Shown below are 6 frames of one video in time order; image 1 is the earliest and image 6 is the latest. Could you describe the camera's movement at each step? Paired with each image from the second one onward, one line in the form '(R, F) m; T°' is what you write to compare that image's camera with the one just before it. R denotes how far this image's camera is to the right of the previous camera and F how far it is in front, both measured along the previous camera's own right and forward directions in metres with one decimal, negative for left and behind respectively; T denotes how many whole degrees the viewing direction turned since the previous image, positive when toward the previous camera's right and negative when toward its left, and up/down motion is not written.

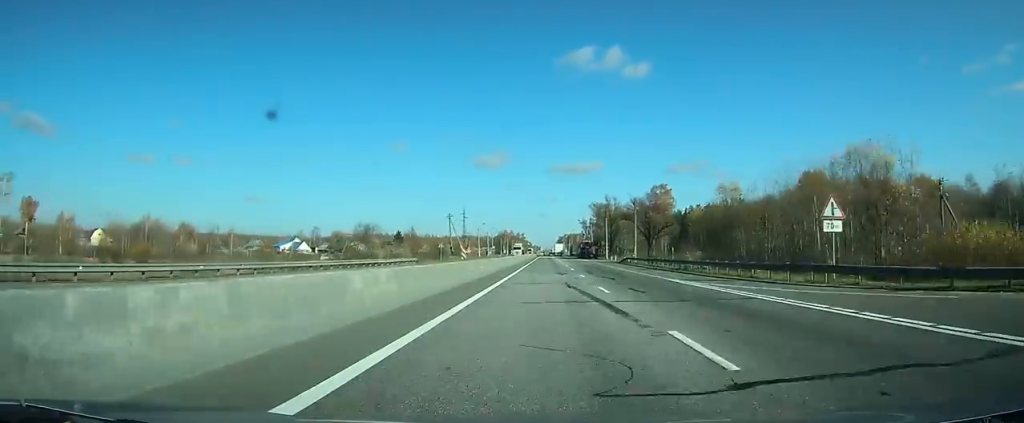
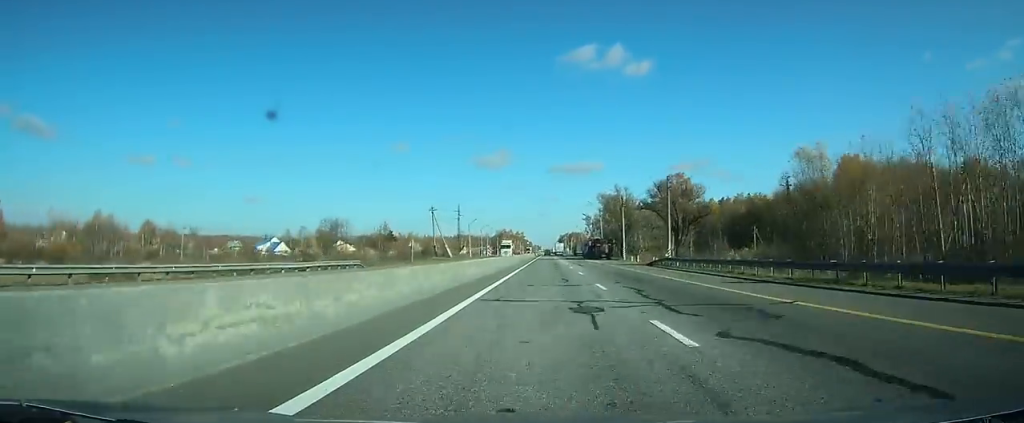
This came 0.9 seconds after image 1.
(-0.1, +22.6) m; 0°
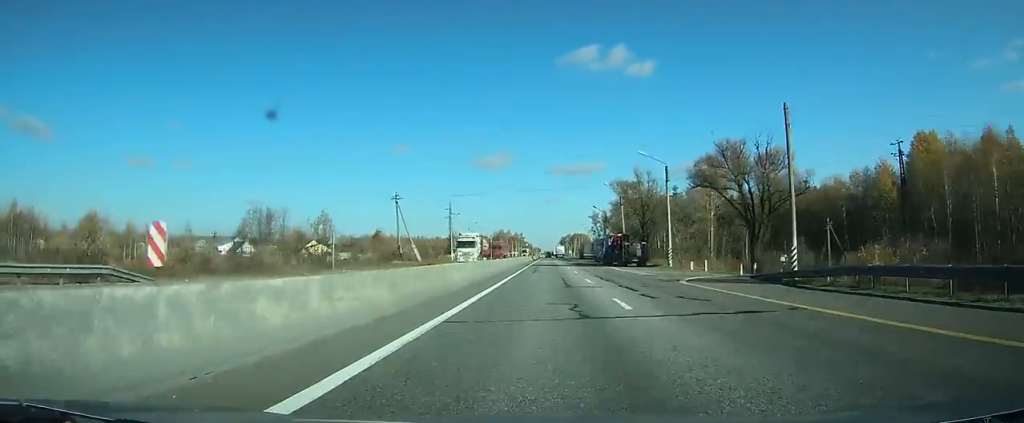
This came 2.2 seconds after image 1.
(-0.1, +30.3) m; 0°
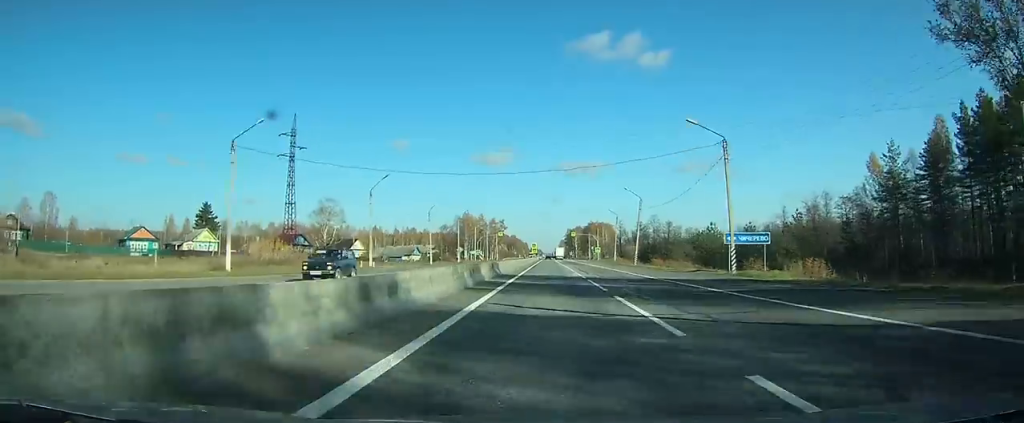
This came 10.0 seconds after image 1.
(-0.6, +183.3) m; 0°
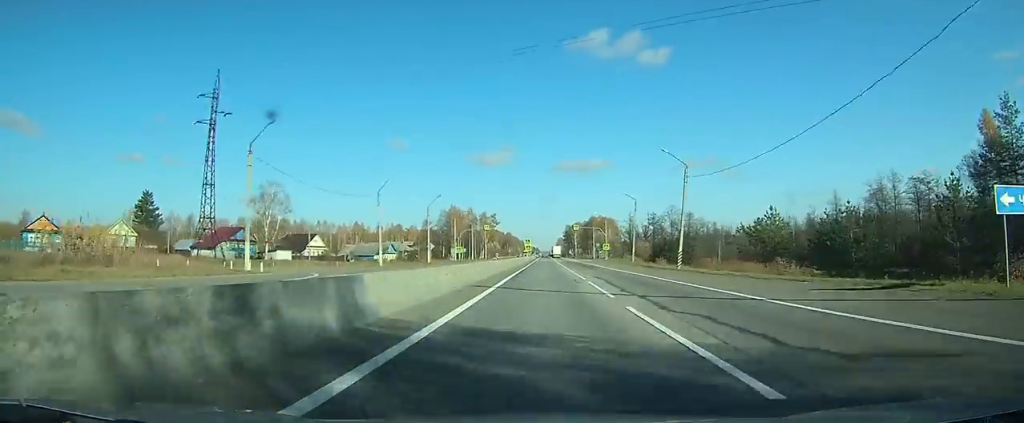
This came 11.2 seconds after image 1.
(+0.2, +28.3) m; 0°
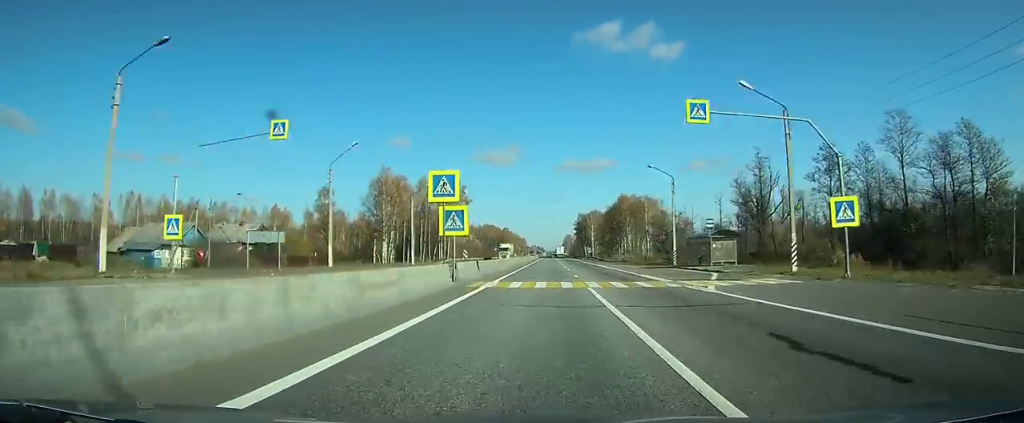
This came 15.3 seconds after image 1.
(0.0, +93.8) m; -1°
